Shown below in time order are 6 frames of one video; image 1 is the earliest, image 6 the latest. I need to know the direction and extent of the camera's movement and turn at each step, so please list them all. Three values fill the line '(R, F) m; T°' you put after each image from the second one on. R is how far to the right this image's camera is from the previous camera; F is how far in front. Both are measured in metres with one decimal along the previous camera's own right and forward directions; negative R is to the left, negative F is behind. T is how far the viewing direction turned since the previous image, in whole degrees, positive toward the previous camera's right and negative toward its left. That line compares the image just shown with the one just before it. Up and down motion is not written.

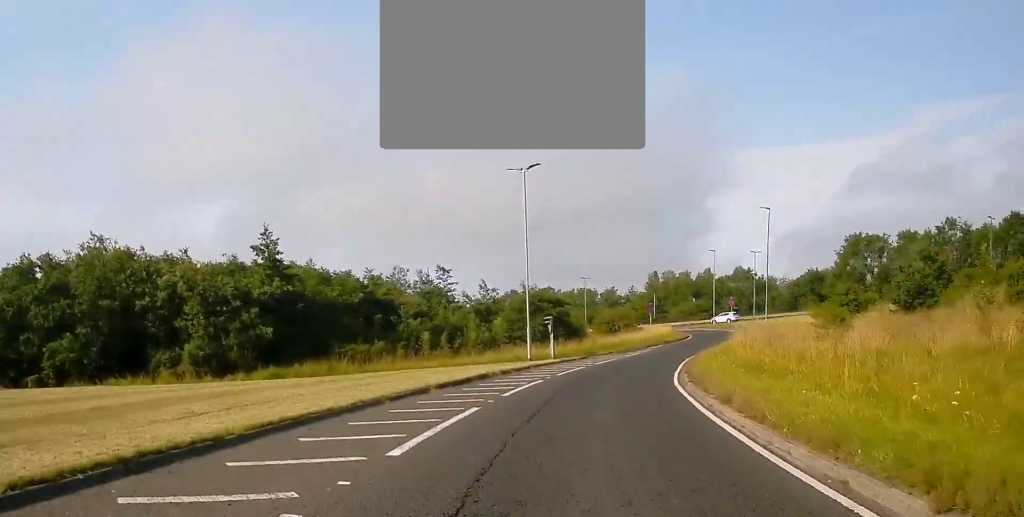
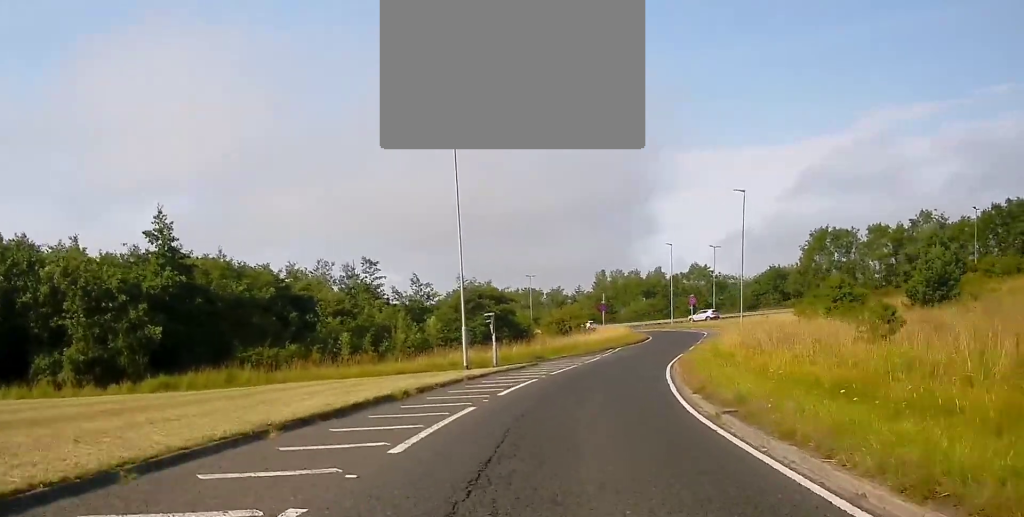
(+0.2, +8.2) m; +2°
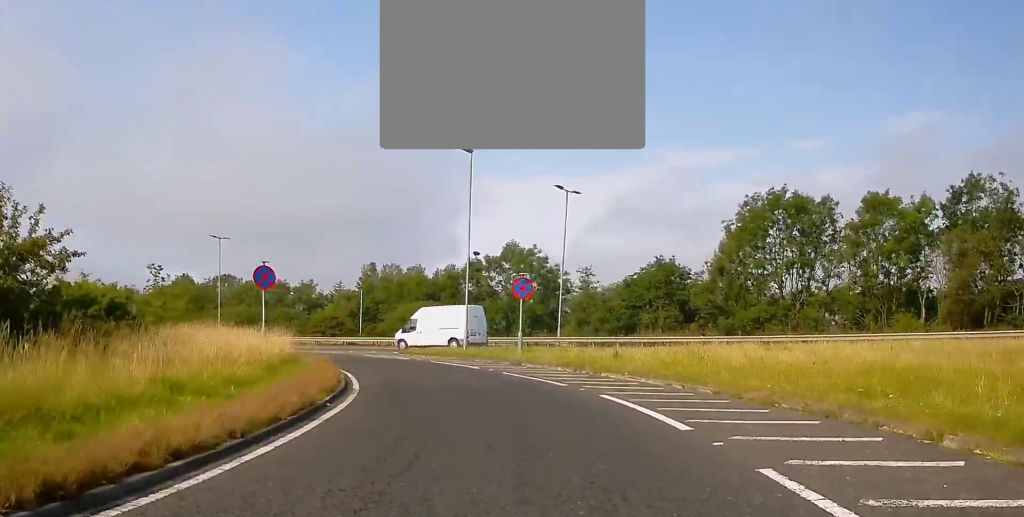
(+11.2, +58.1) m; +13°
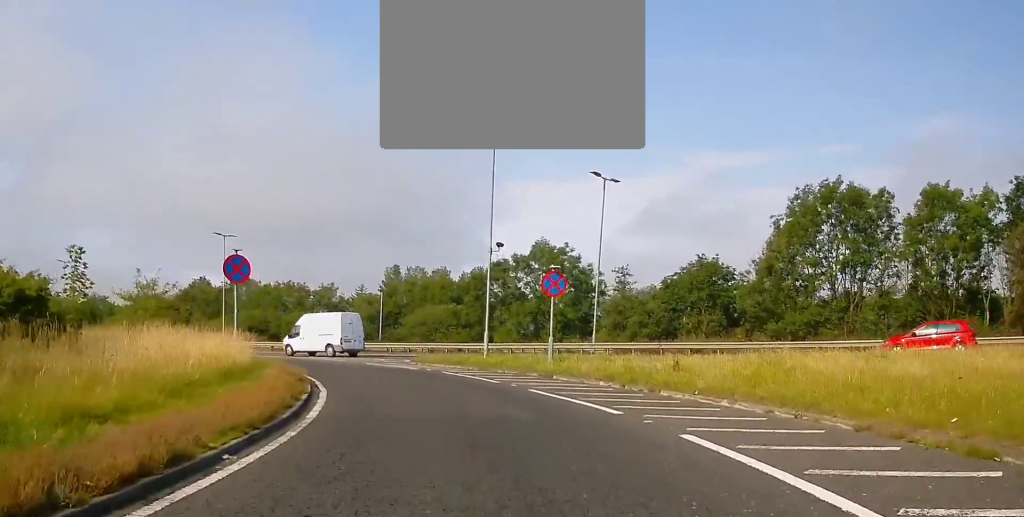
(0.0, +6.1) m; -3°
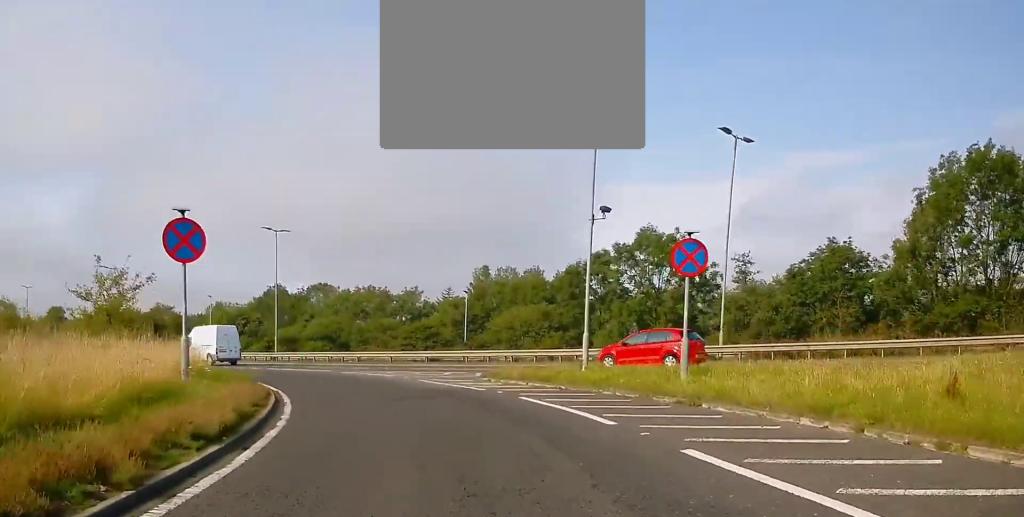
(-0.5, +9.7) m; -6°
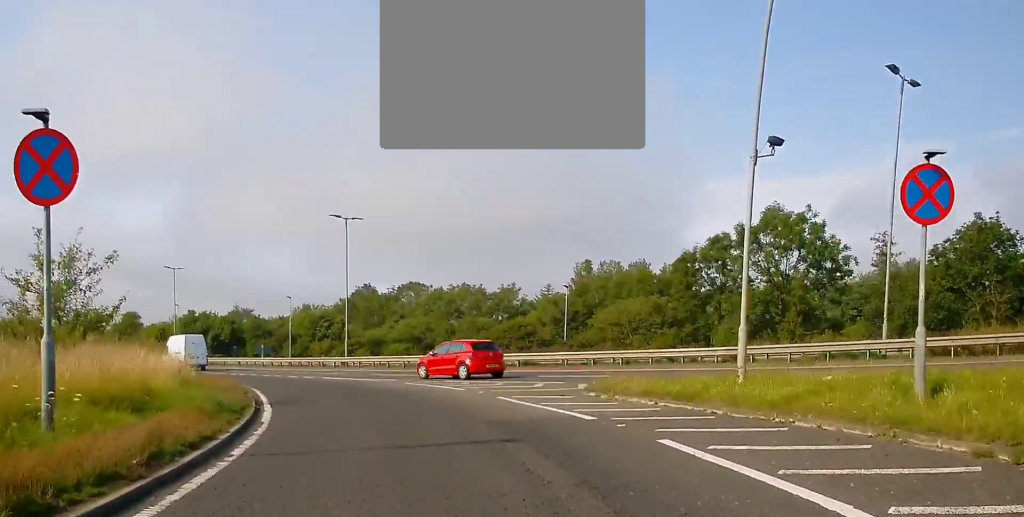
(-0.3, +7.6) m; -6°
